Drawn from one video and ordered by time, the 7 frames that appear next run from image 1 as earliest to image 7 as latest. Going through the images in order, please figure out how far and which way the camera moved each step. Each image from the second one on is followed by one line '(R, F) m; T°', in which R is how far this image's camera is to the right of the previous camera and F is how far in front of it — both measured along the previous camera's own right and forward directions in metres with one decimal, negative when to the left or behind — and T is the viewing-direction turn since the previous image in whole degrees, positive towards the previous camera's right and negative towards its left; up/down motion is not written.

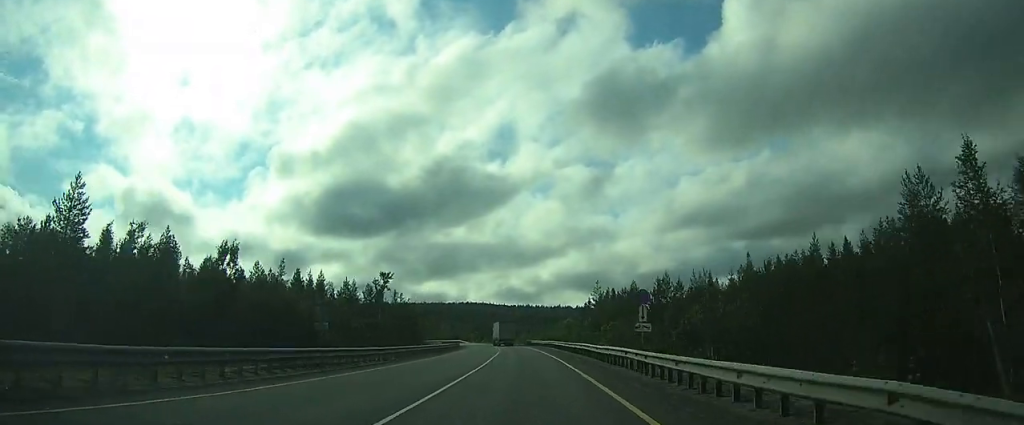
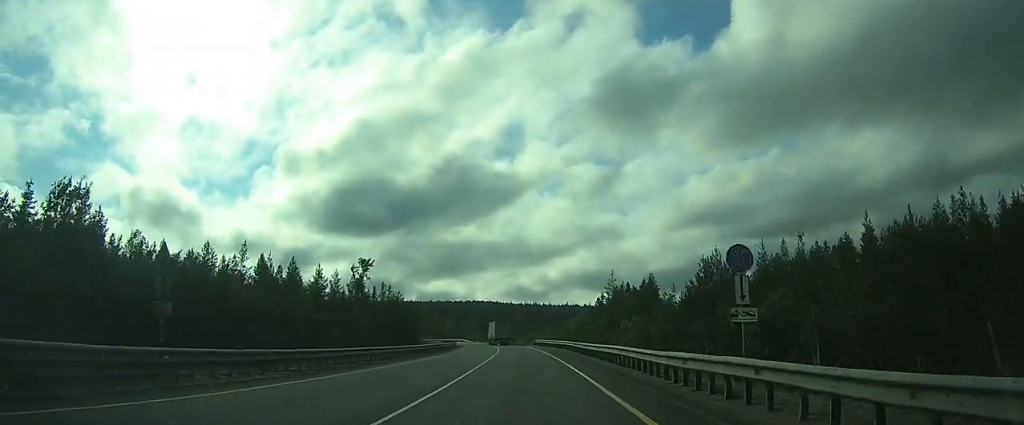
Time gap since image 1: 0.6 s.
(0.0, +12.5) m; 0°
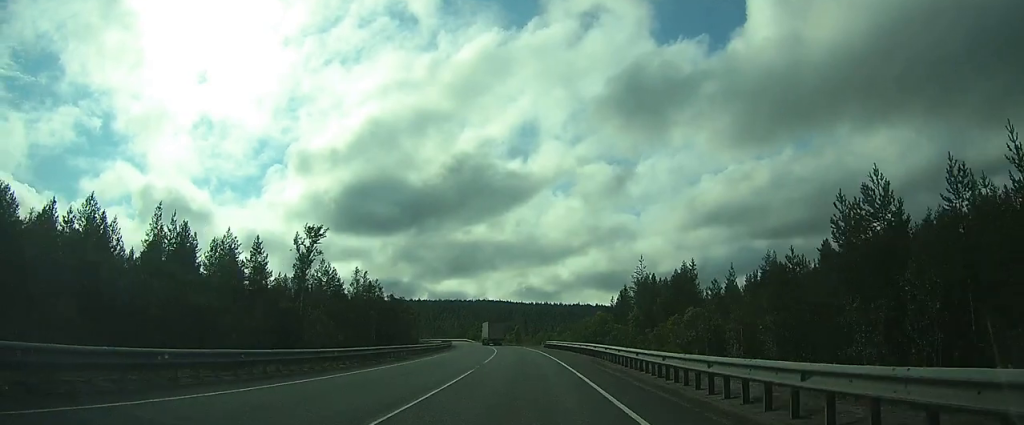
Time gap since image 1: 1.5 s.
(0.0, +17.5) m; 0°
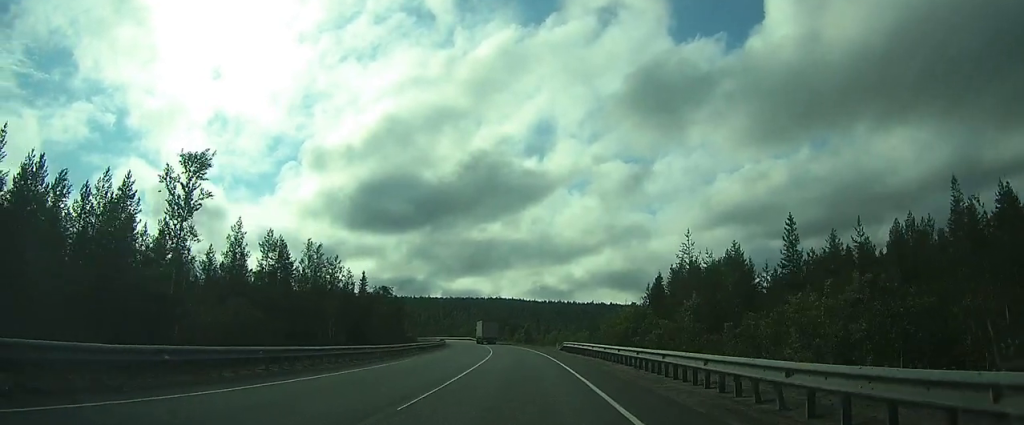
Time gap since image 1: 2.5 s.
(-0.1, +18.5) m; -1°
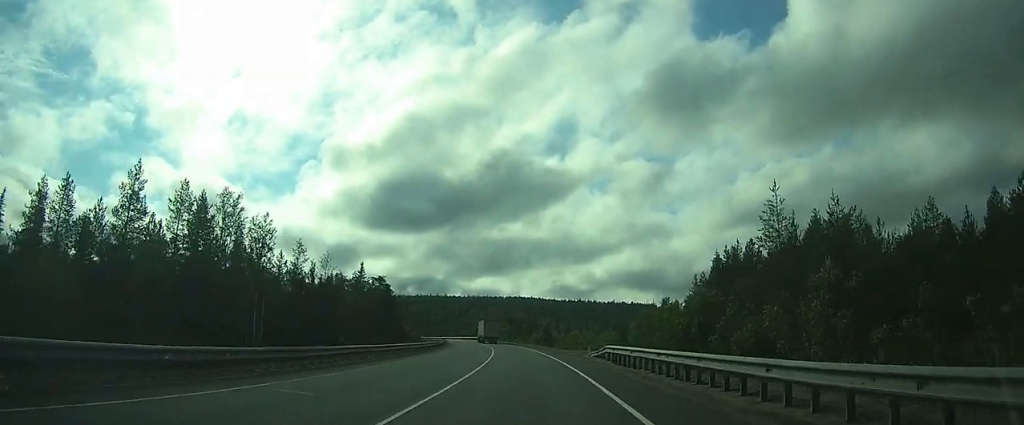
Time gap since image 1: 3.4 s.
(-0.3, +17.6) m; -1°
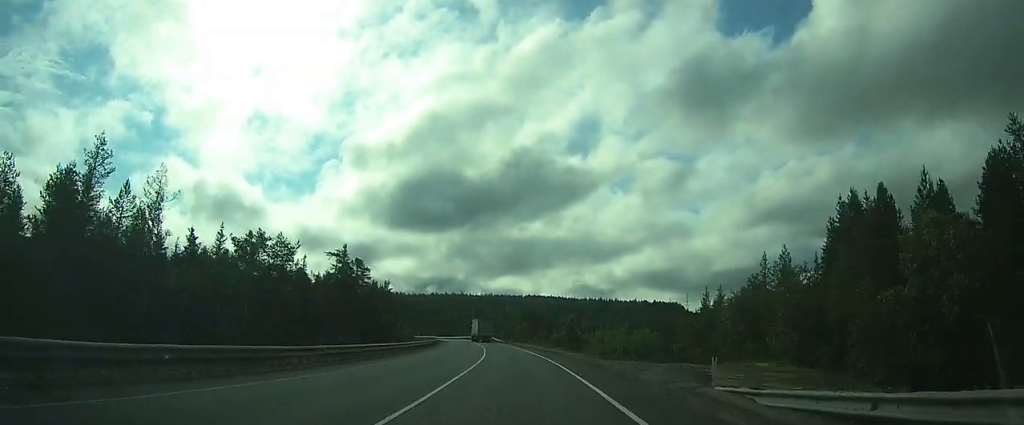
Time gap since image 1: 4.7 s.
(+0.1, +23.7) m; 0°
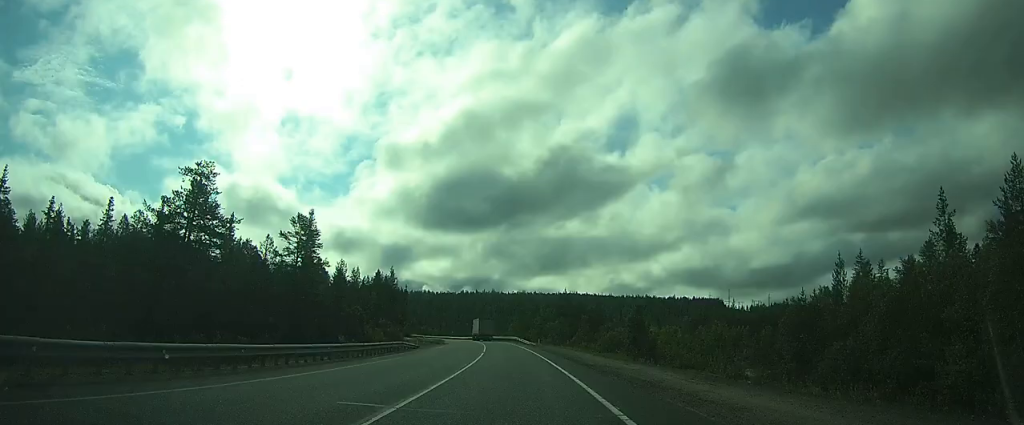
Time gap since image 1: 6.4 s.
(+0.1, +29.2) m; 0°
